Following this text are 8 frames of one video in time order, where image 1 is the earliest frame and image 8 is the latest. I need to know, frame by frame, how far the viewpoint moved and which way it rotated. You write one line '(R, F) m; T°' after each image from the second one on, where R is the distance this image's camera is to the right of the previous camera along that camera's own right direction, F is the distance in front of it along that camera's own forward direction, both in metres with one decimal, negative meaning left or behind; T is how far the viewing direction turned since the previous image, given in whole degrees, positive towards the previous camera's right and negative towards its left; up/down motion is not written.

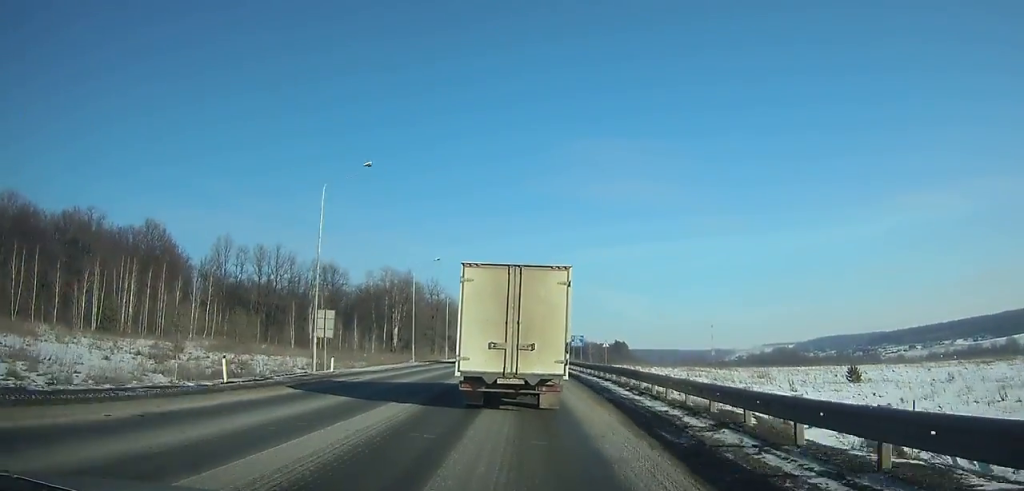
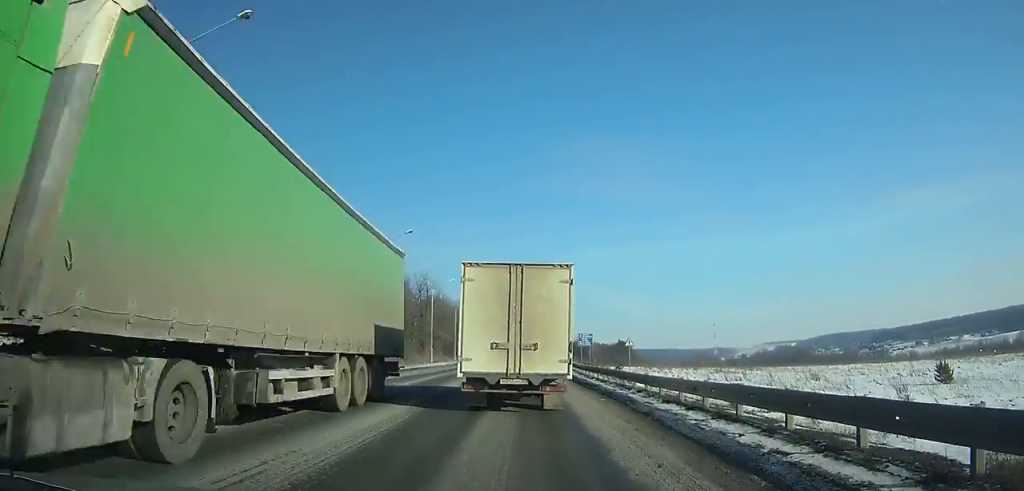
(0.0, +14.6) m; 0°
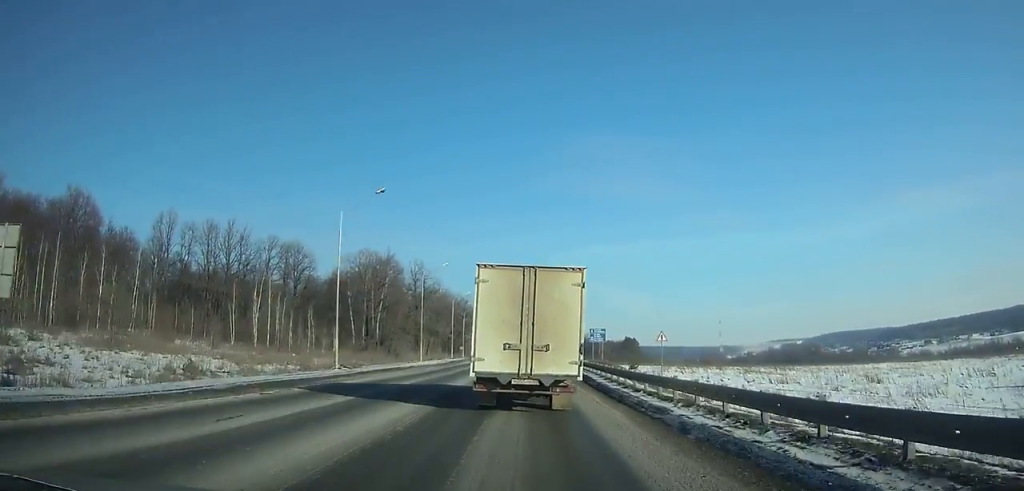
(0.0, +10.9) m; 0°
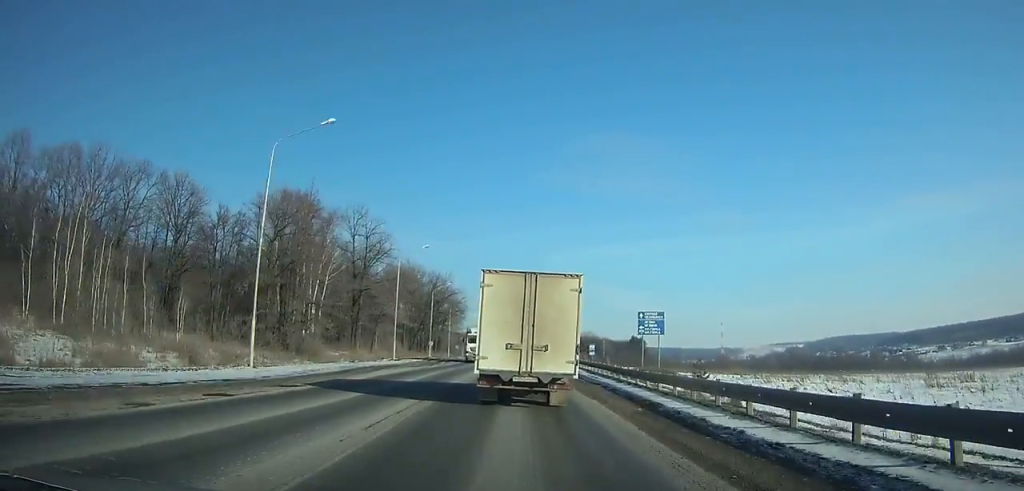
(+0.1, +40.8) m; 0°
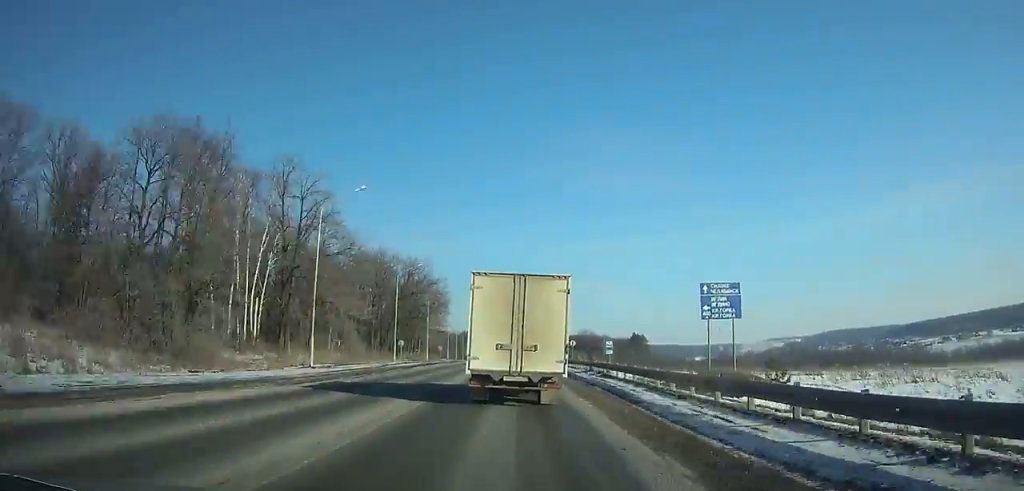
(0.0, +20.6) m; 0°
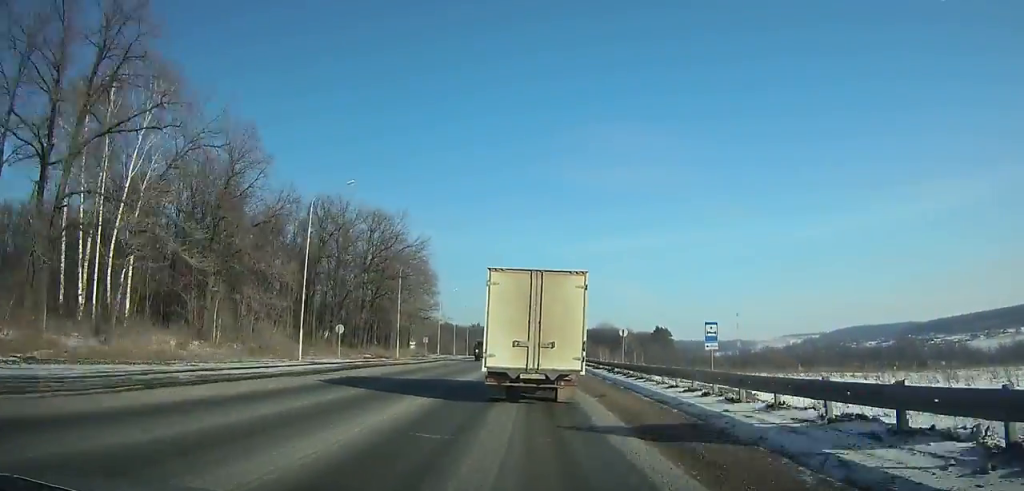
(-0.2, +30.7) m; -1°
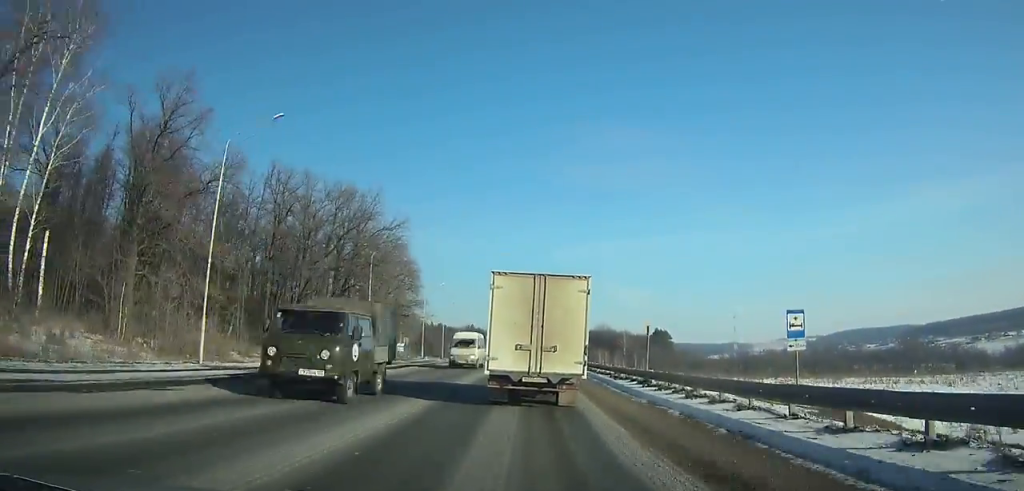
(-0.1, +10.9) m; 0°
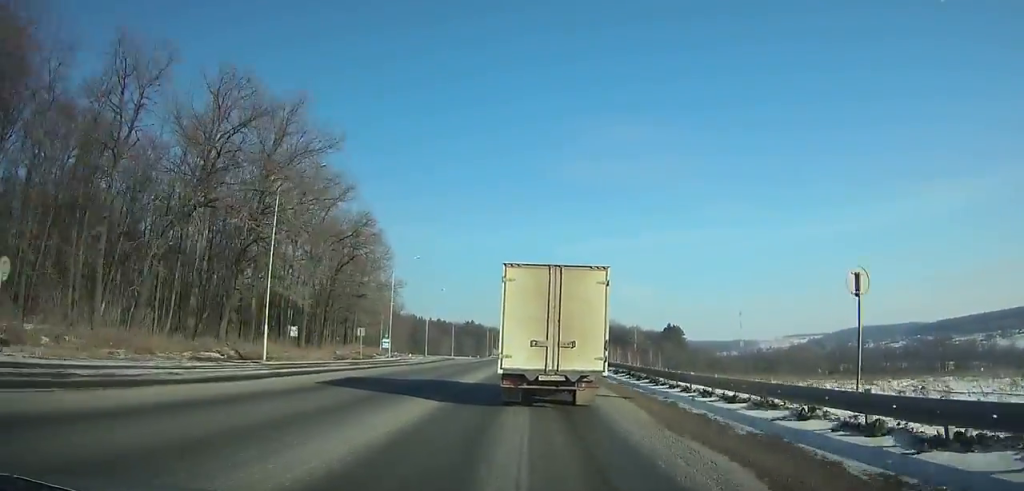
(0.0, +21.5) m; 0°
